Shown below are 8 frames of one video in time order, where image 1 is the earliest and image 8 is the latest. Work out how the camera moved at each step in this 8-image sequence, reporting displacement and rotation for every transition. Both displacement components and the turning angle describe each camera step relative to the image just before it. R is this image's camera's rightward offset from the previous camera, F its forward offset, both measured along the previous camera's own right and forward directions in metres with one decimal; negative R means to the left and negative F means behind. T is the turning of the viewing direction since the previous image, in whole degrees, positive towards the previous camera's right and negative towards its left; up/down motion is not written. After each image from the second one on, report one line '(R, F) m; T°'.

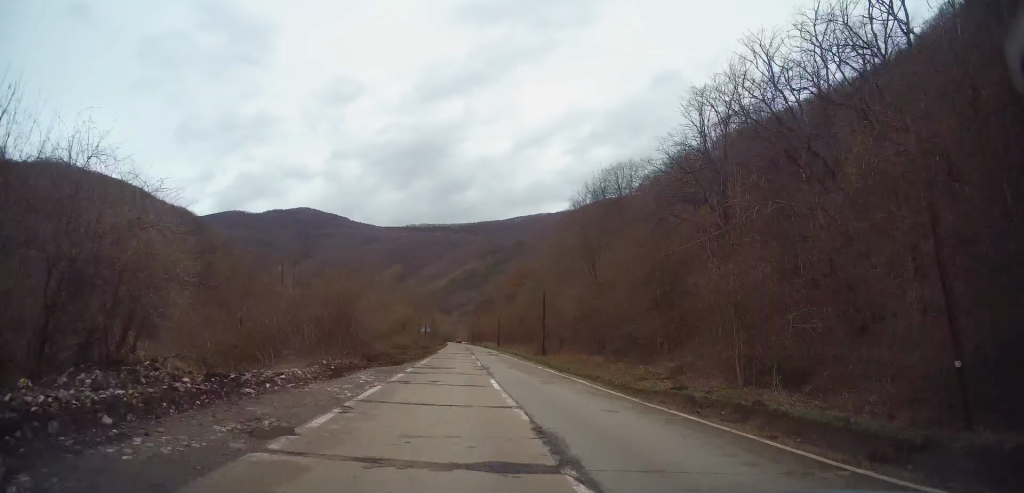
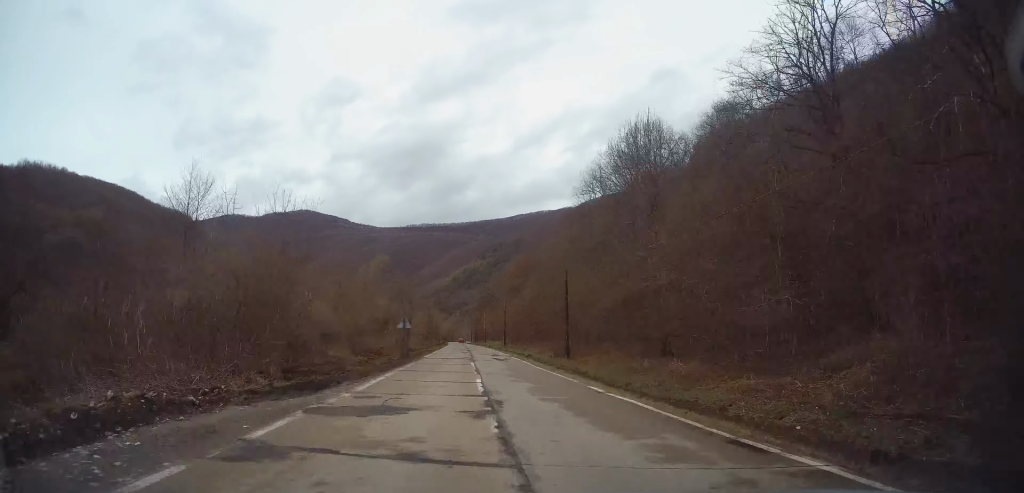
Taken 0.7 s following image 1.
(+0.4, +14.2) m; +1°
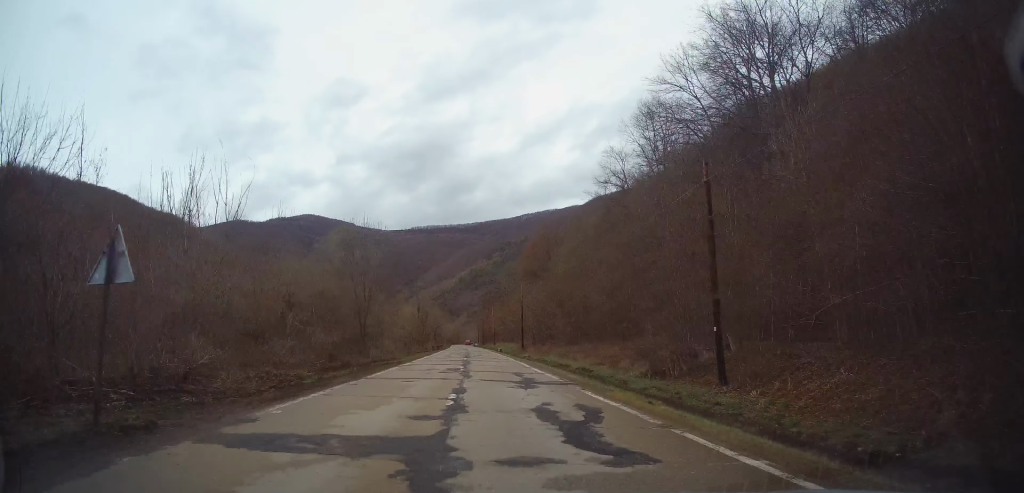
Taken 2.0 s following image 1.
(-0.4, +26.9) m; -2°
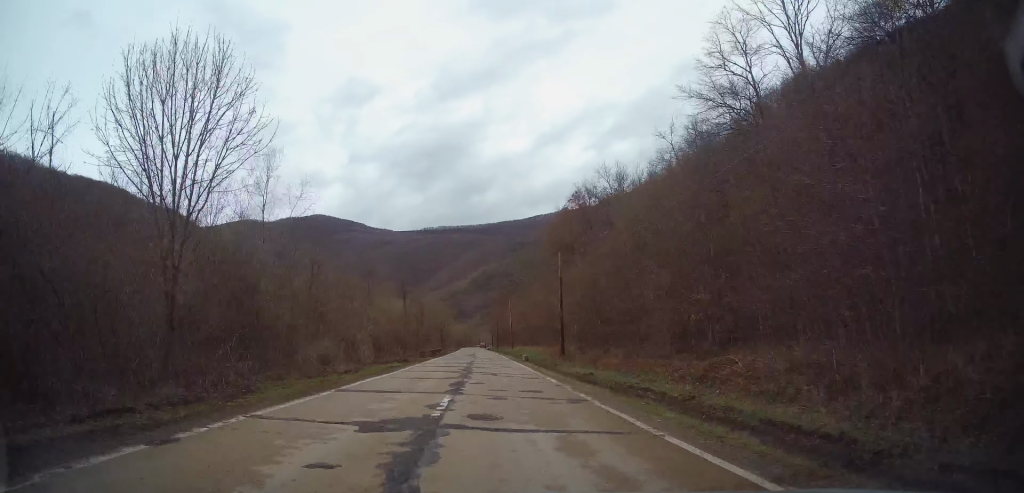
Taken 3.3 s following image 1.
(-0.4, +24.8) m; -2°
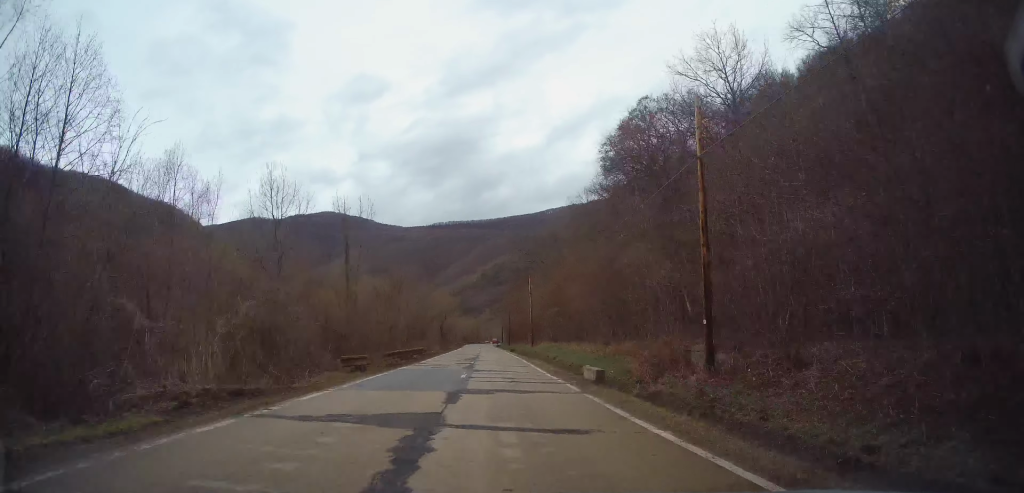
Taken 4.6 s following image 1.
(0.0, +26.3) m; 0°
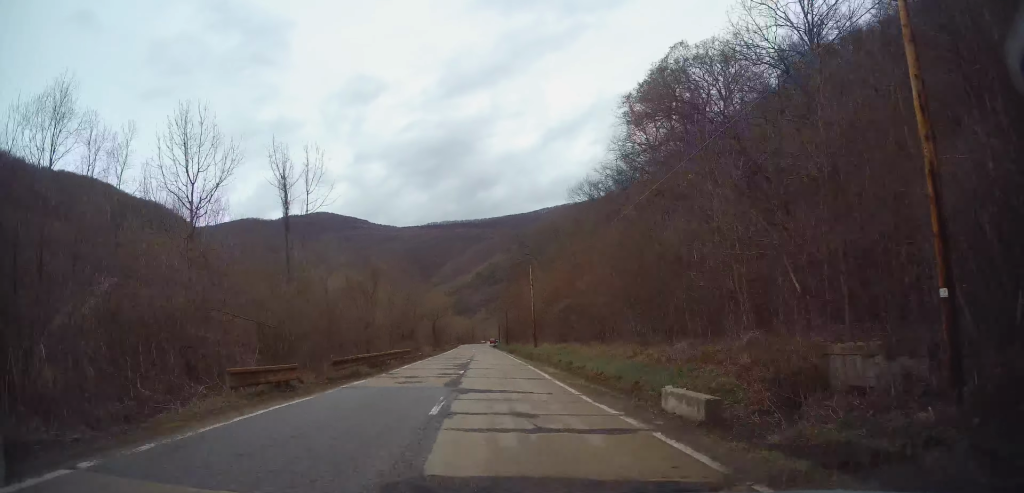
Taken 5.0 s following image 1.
(0.0, +8.8) m; 0°
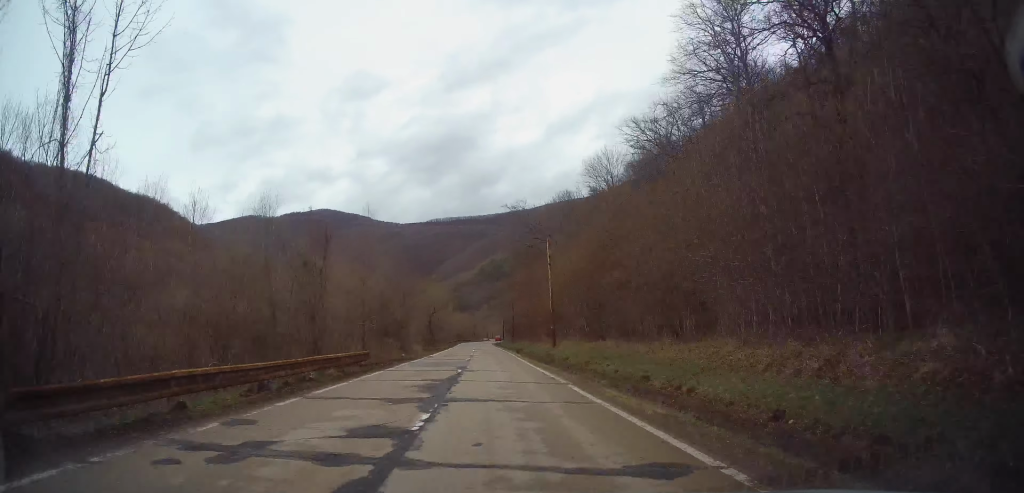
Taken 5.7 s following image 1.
(0.0, +13.6) m; 0°
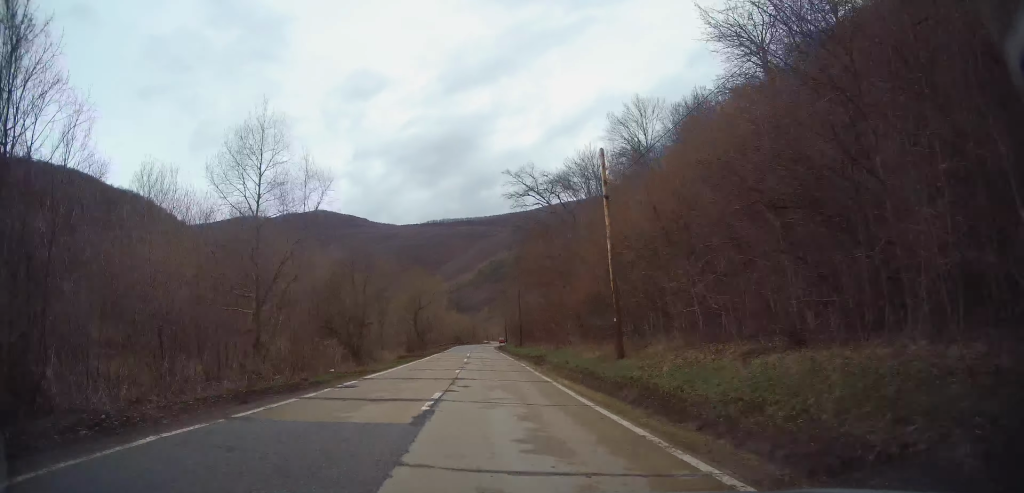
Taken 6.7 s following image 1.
(0.0, +21.0) m; -1°
